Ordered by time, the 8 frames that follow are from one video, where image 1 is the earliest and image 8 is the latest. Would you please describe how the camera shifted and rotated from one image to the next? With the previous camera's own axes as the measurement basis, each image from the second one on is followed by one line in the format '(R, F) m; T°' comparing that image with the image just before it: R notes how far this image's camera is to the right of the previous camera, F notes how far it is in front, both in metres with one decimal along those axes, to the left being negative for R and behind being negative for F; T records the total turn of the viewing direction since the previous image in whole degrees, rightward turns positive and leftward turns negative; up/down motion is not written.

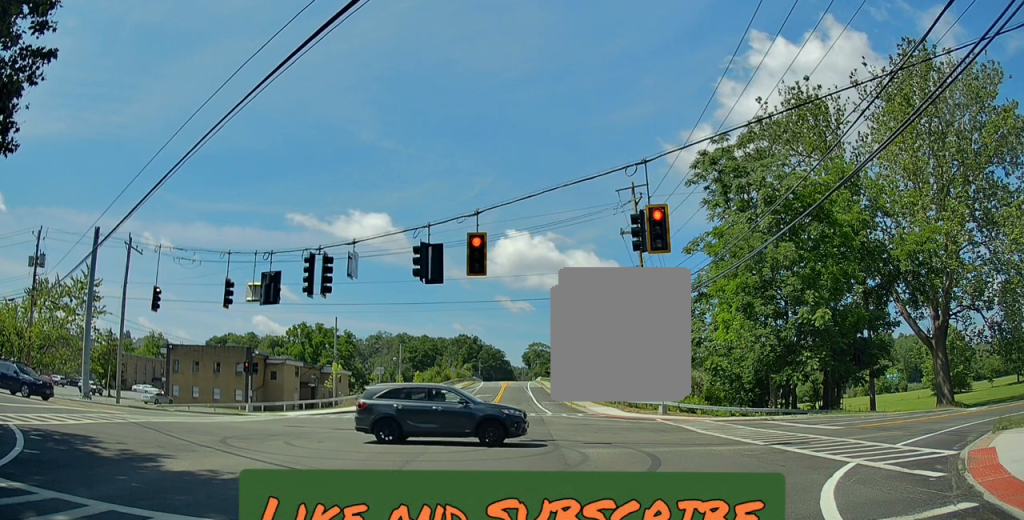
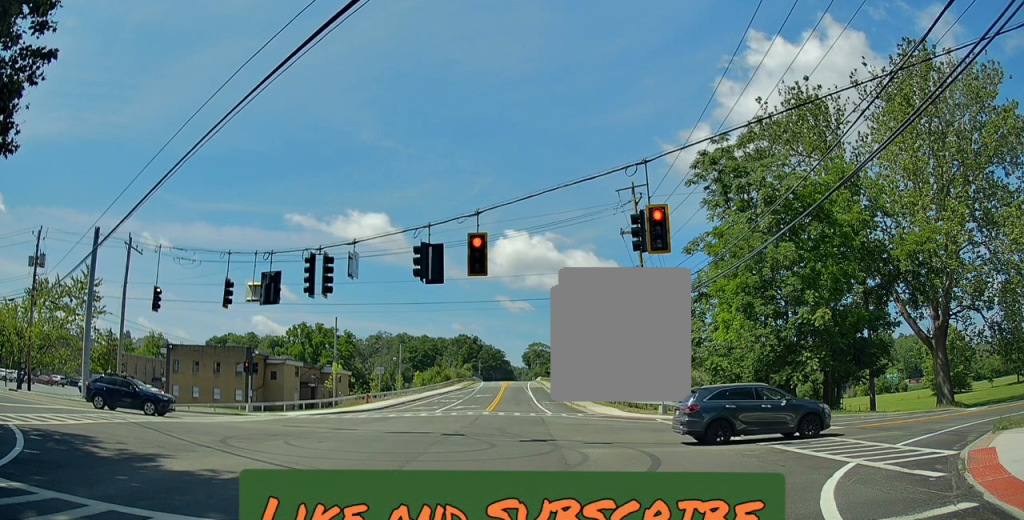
(+0.1, -0.2) m; 0°
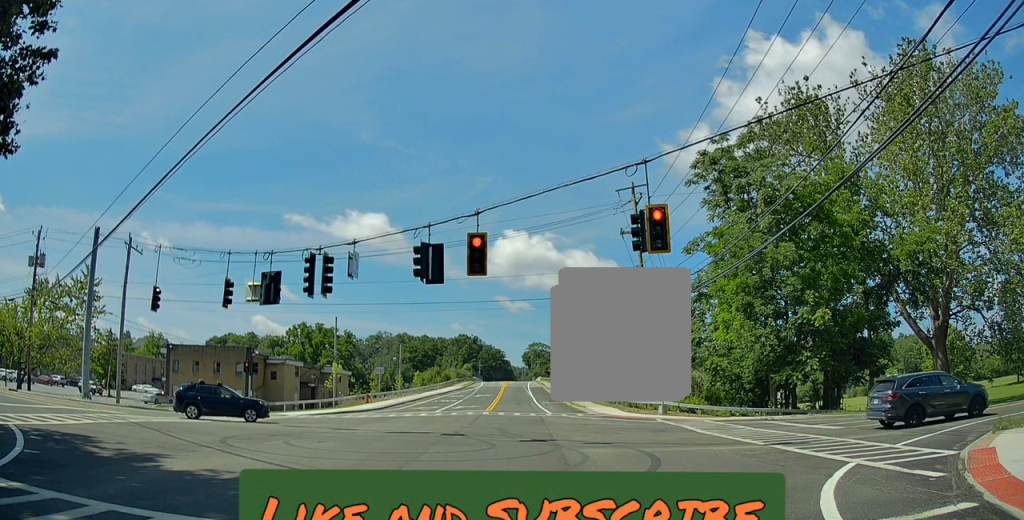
(+0.1, -0.1) m; 0°
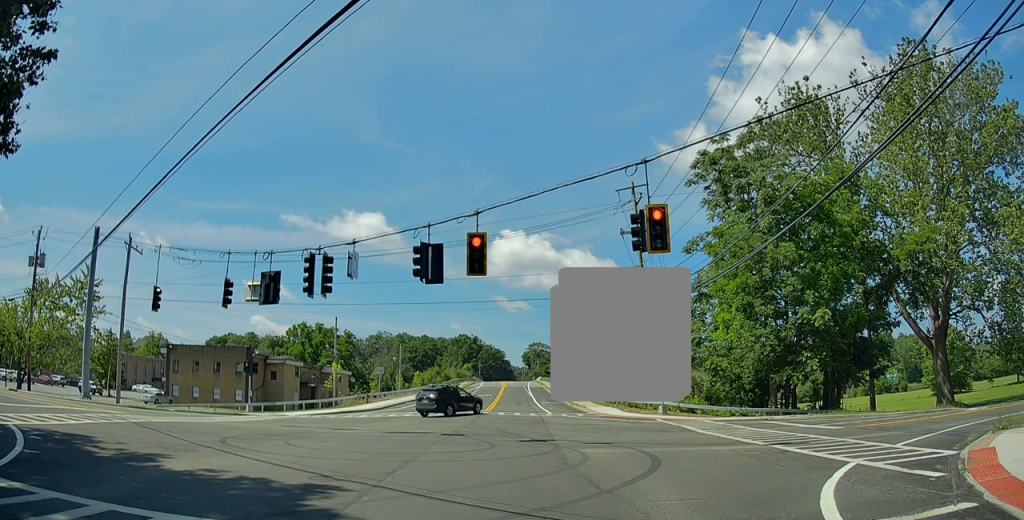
(+0.2, -0.2) m; 0°
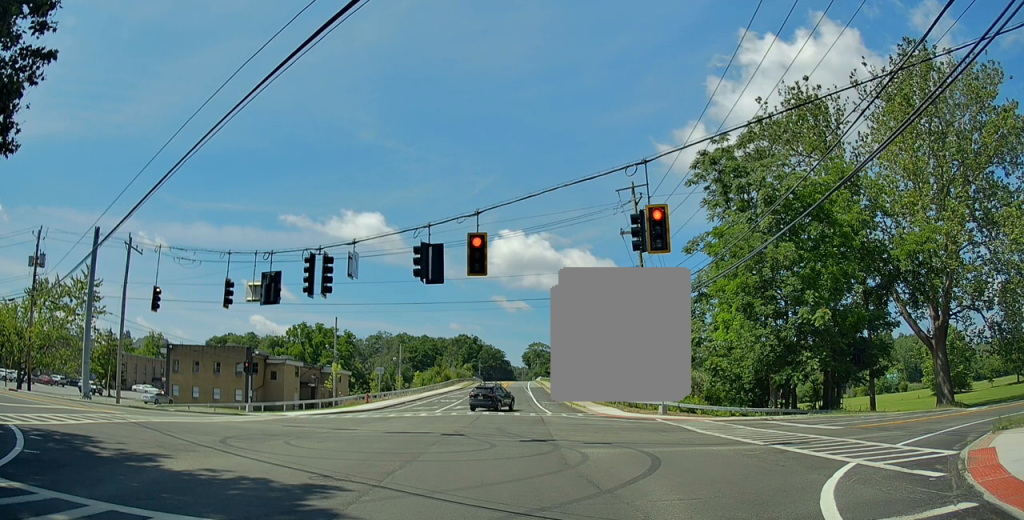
(+0.1, 0.0) m; 0°
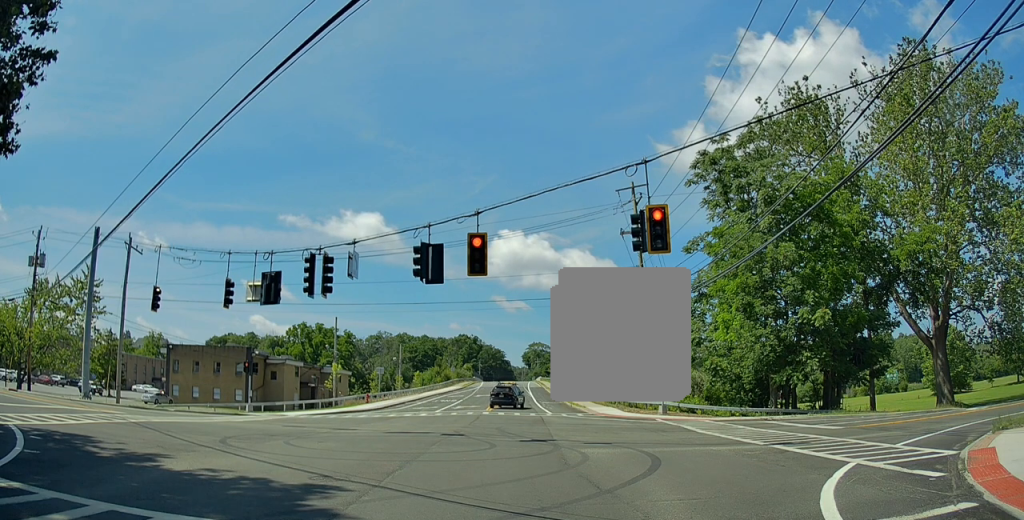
(+0.1, 0.0) m; 0°
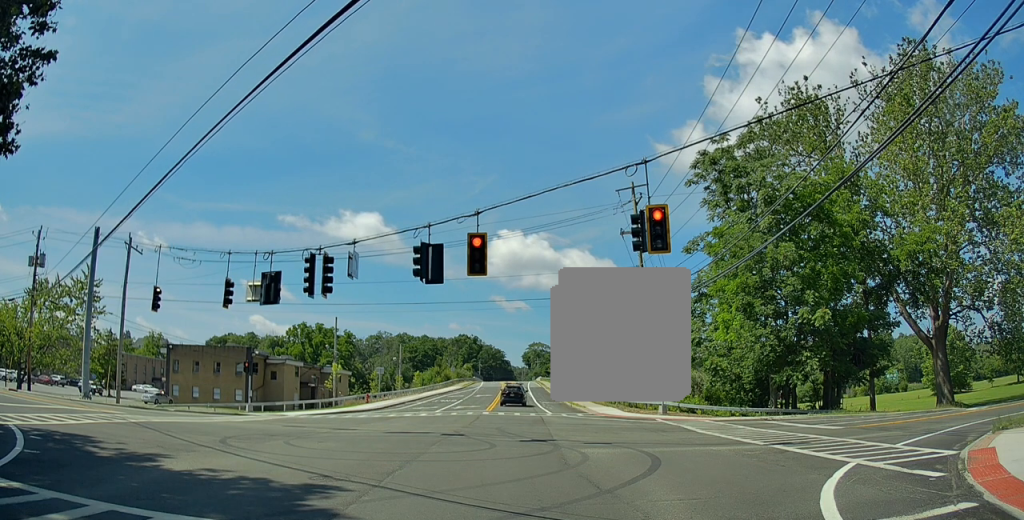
(+0.1, +0.1) m; 0°
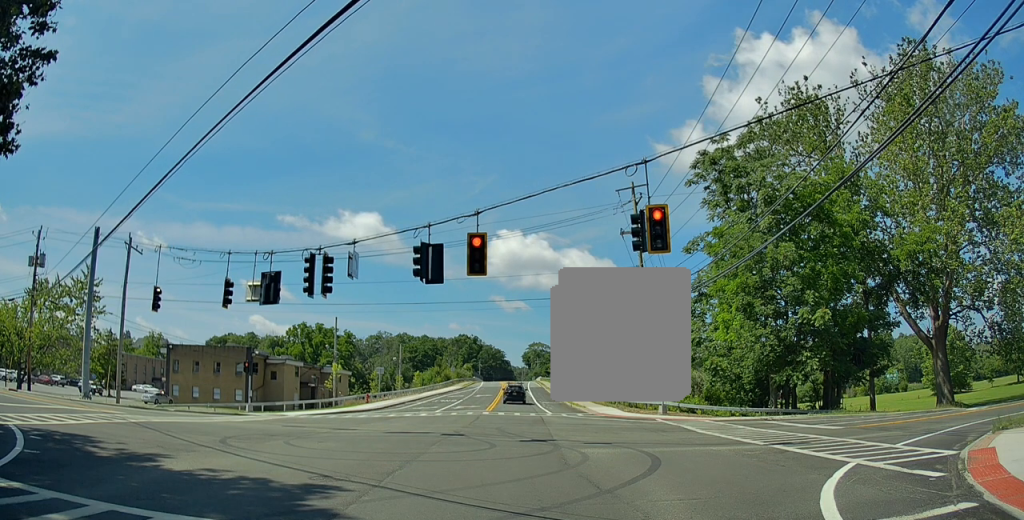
(+0.1, +0.1) m; 0°
